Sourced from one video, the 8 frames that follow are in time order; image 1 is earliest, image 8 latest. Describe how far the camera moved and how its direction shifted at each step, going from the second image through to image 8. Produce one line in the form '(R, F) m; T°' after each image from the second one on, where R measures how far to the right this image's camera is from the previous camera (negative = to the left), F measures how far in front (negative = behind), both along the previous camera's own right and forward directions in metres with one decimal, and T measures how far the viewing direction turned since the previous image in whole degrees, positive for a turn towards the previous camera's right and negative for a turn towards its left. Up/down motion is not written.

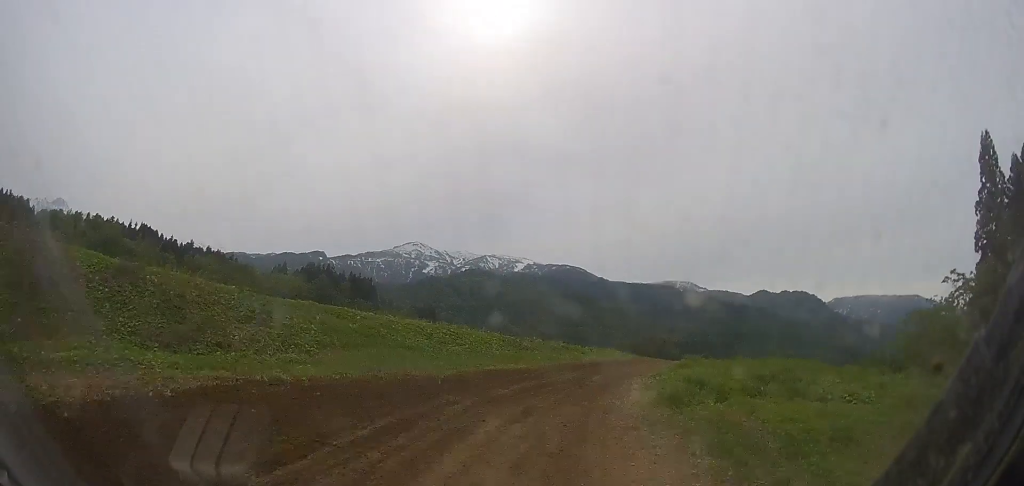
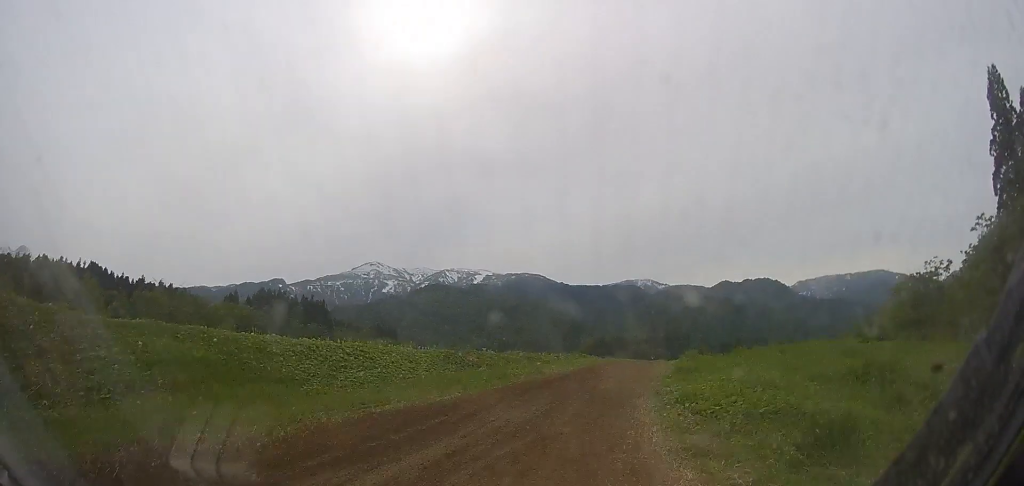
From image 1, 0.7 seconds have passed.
(+2.1, +7.9) m; +17°
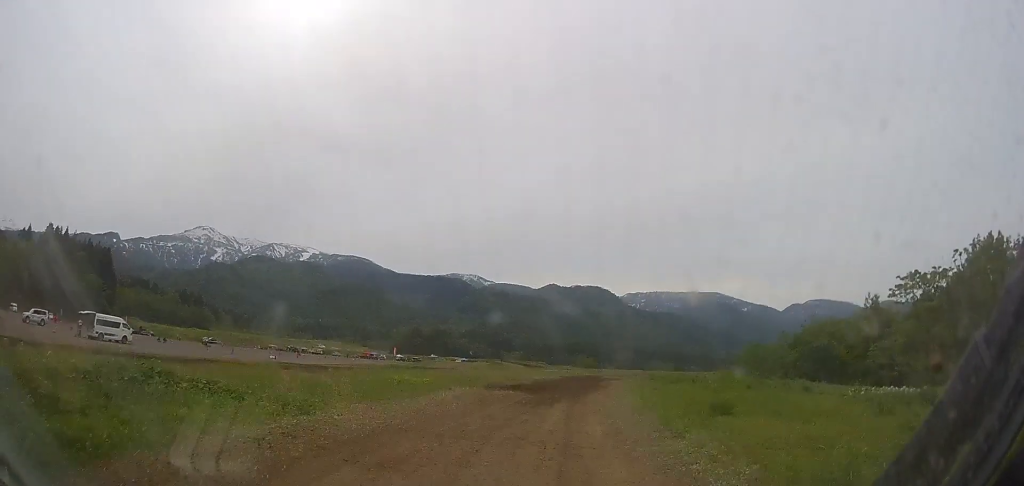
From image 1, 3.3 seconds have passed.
(+8.0, +37.1) m; +12°
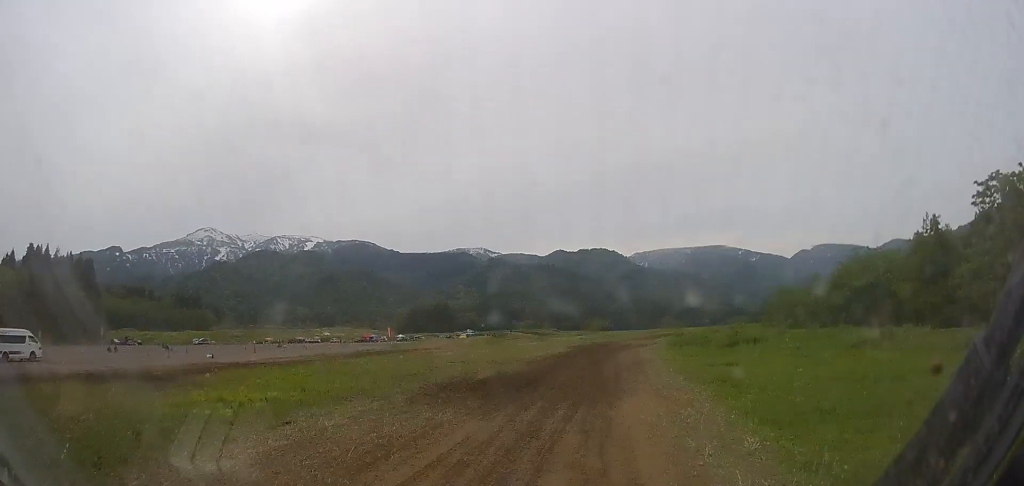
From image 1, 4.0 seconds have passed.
(0.0, +12.4) m; 0°
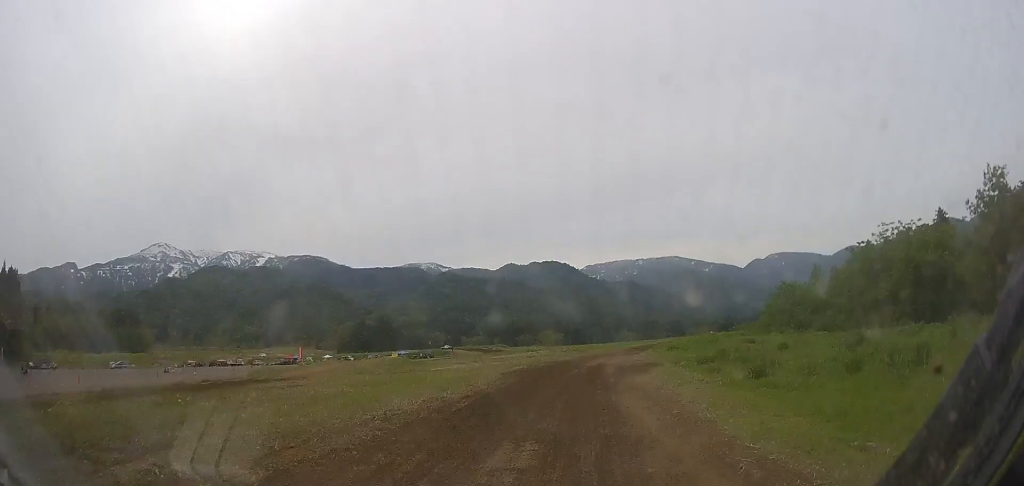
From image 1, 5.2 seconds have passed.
(0.0, +20.4) m; 0°
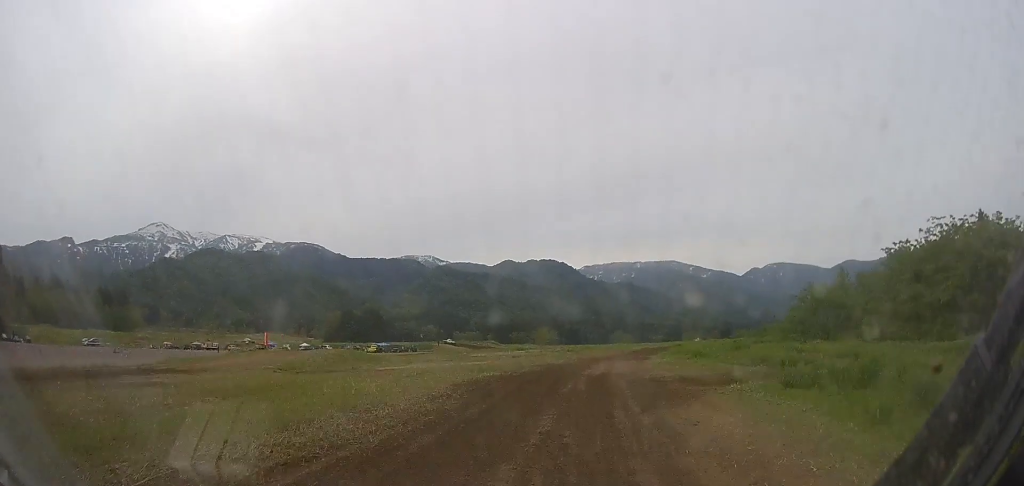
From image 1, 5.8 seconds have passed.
(0.0, +10.2) m; +6°
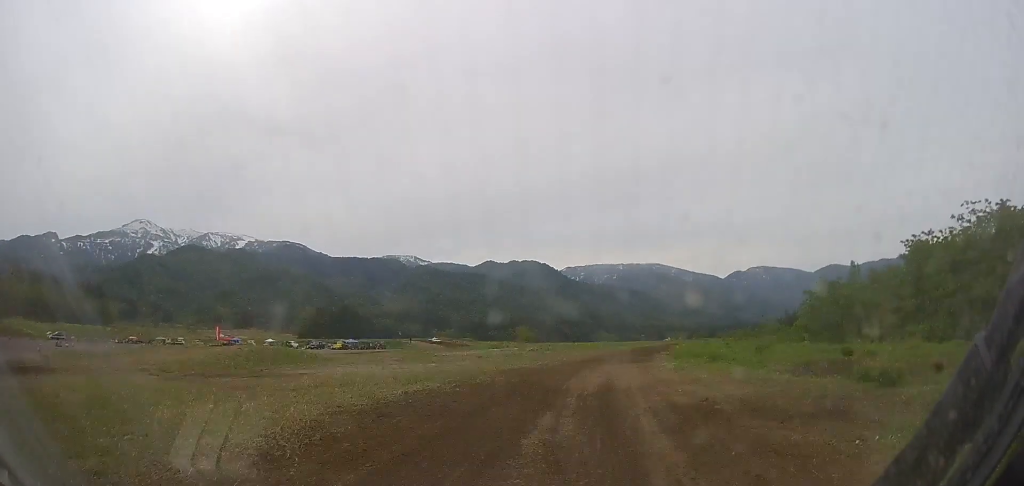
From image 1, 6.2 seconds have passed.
(-0.8, +7.9) m; +5°
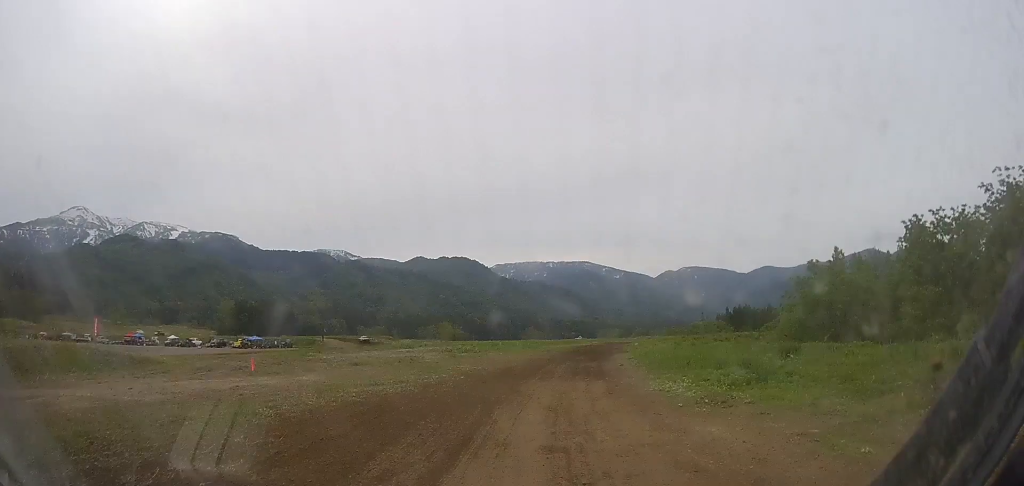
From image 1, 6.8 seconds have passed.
(+2.2, +12.8) m; +8°
